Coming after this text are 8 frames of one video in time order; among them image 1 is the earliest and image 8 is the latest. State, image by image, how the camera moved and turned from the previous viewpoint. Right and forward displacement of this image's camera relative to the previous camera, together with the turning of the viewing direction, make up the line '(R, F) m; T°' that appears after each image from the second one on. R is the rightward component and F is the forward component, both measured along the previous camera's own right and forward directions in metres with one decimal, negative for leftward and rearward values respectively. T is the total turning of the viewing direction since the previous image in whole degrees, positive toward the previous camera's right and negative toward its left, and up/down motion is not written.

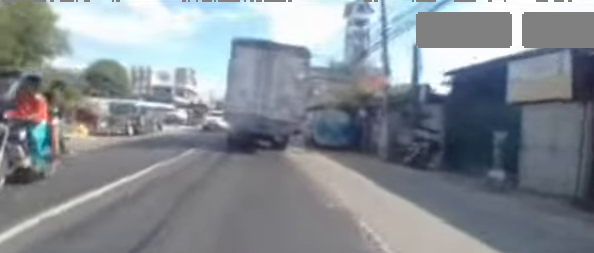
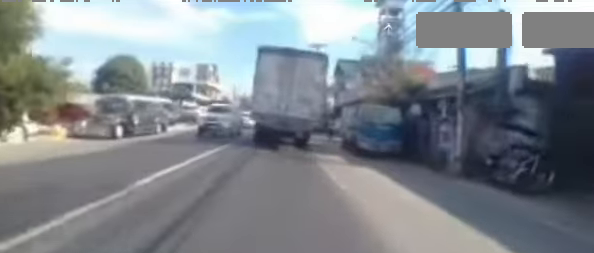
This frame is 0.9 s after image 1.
(-0.2, +4.1) m; -4°
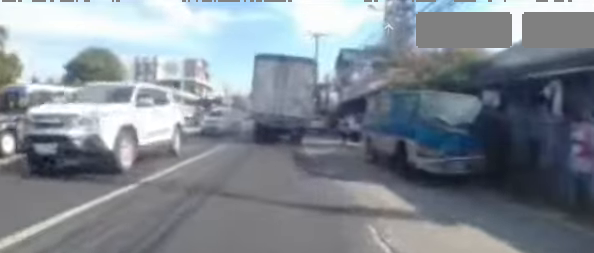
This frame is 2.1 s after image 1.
(-0.3, +5.8) m; +3°
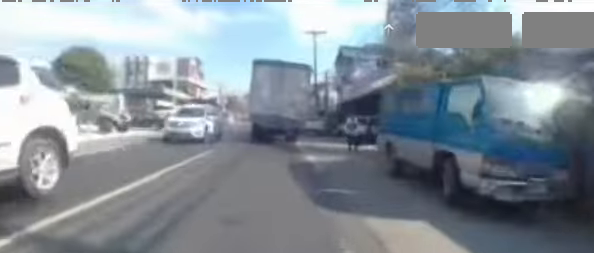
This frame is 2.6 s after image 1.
(+0.1, +2.4) m; +1°
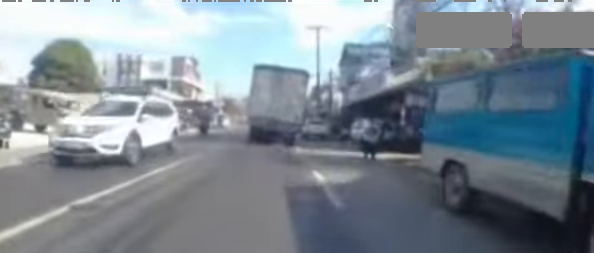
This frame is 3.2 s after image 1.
(+0.3, +3.1) m; 0°
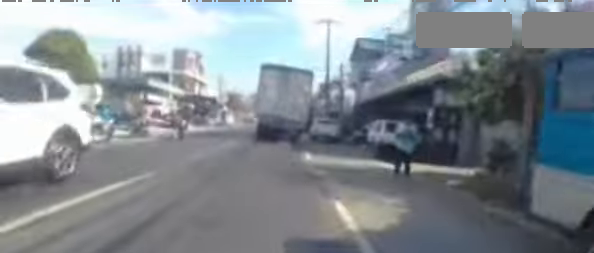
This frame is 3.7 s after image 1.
(-0.2, +2.6) m; -3°
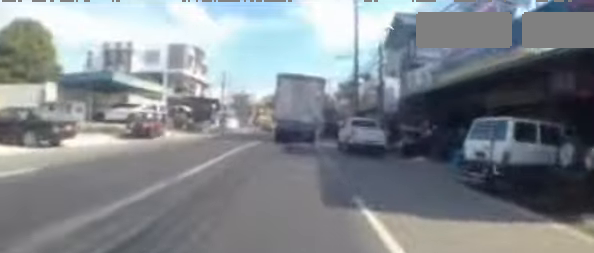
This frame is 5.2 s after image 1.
(-0.5, +7.8) m; -3°
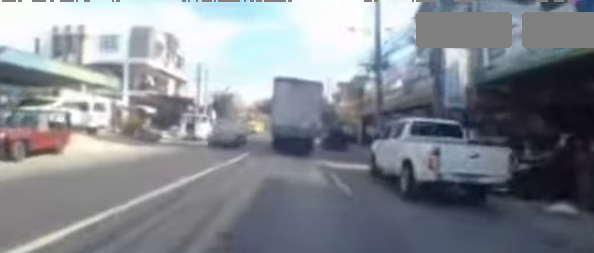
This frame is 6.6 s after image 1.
(0.0, +8.4) m; +1°
